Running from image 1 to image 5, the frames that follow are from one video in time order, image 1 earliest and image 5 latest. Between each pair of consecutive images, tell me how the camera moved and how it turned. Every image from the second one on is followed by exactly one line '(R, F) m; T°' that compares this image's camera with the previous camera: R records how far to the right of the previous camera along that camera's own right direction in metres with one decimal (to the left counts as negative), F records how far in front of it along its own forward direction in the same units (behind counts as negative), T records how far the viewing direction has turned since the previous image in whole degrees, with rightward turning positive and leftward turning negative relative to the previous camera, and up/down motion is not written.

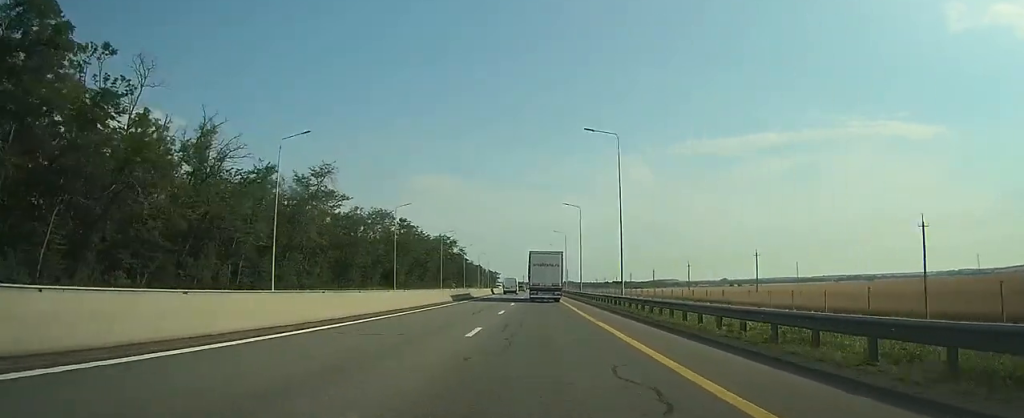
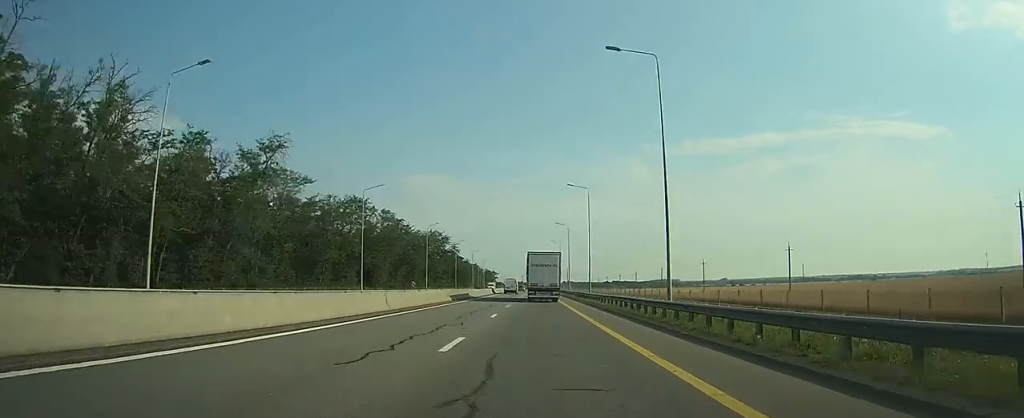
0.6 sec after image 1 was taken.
(0.0, +15.5) m; 0°
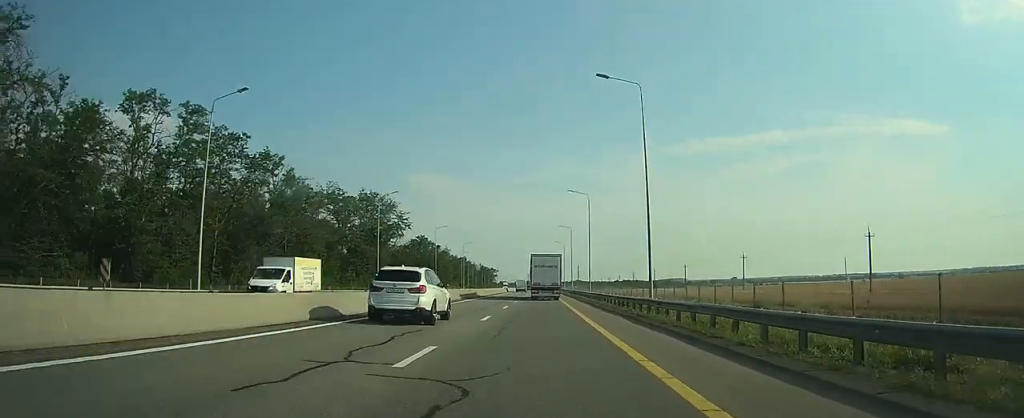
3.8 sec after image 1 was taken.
(-0.3, +75.6) m; 0°
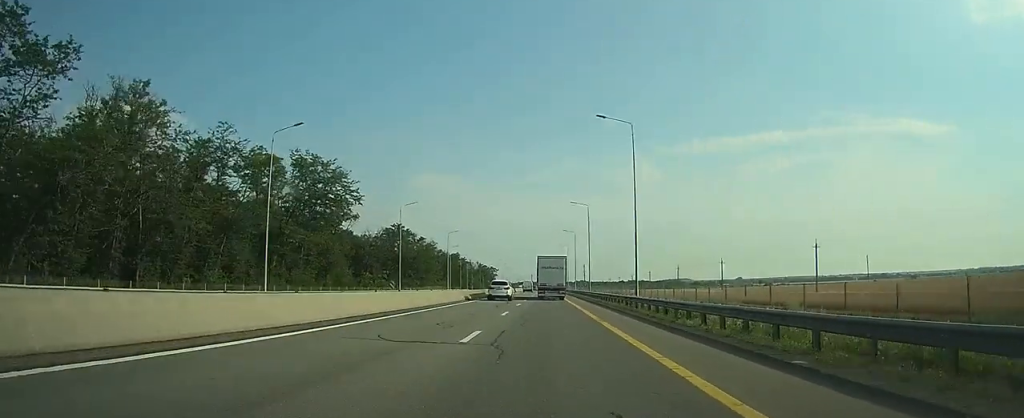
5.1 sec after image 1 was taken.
(-0.2, +32.3) m; -1°
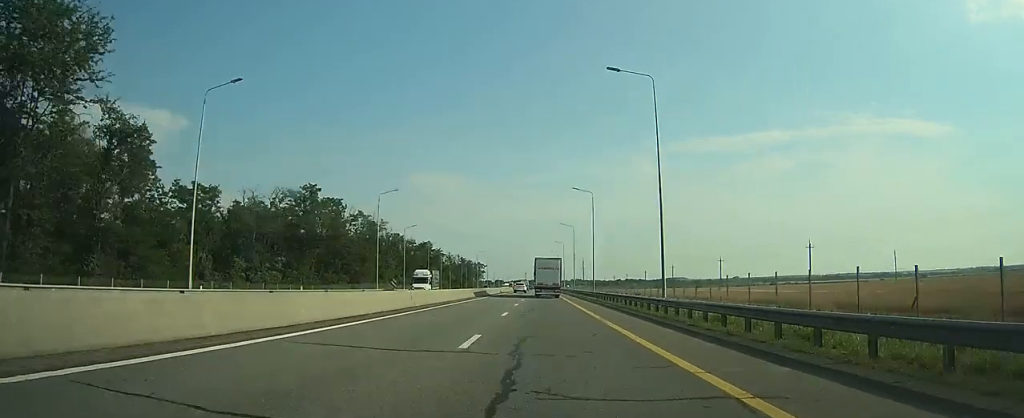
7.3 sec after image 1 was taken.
(0.0, +50.4) m; 0°
